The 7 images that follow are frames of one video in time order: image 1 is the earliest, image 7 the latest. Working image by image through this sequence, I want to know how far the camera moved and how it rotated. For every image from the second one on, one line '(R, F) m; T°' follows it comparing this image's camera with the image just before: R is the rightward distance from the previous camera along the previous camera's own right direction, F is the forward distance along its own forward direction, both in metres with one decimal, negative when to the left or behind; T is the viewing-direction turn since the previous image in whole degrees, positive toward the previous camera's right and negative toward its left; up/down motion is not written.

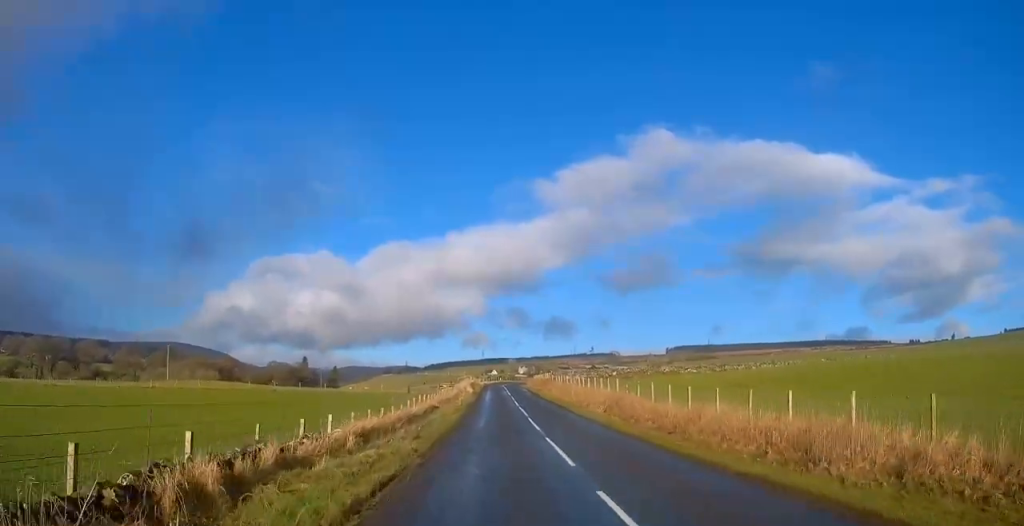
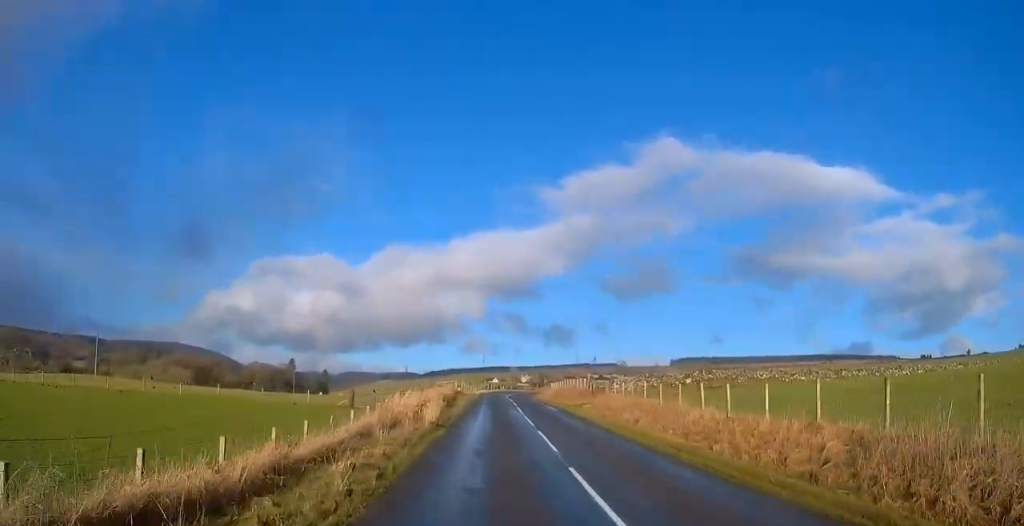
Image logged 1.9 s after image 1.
(+0.6, +33.1) m; +1°
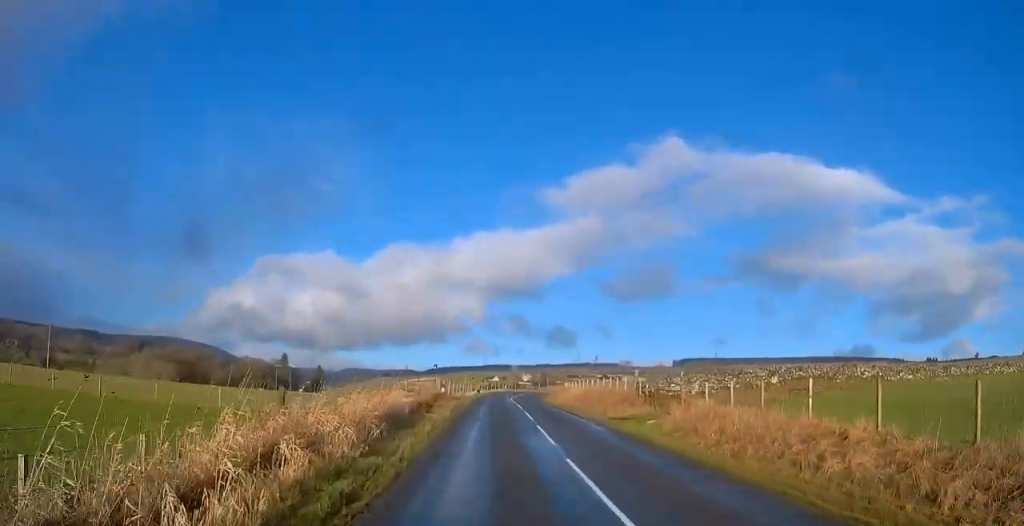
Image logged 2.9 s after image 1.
(0.0, +17.0) m; 0°
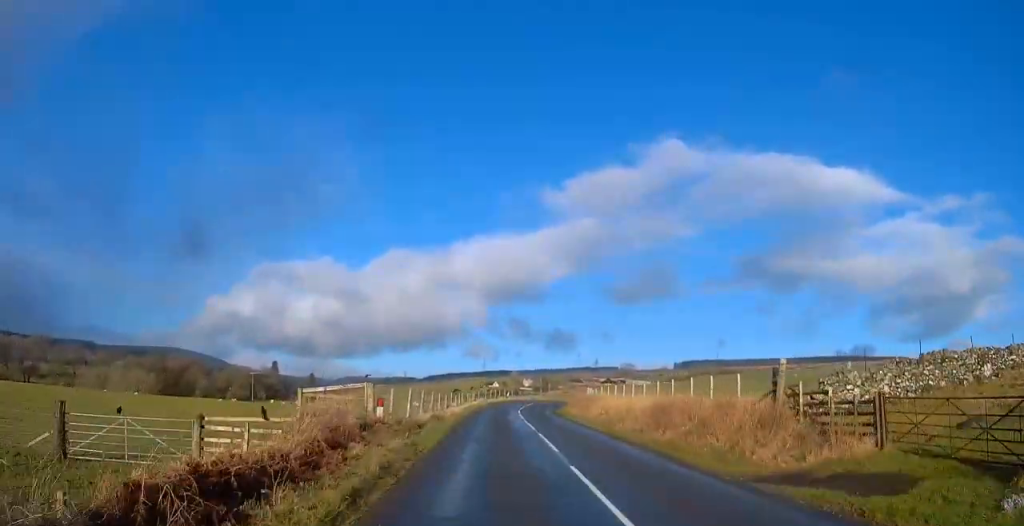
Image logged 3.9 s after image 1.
(0.0, +18.5) m; 0°
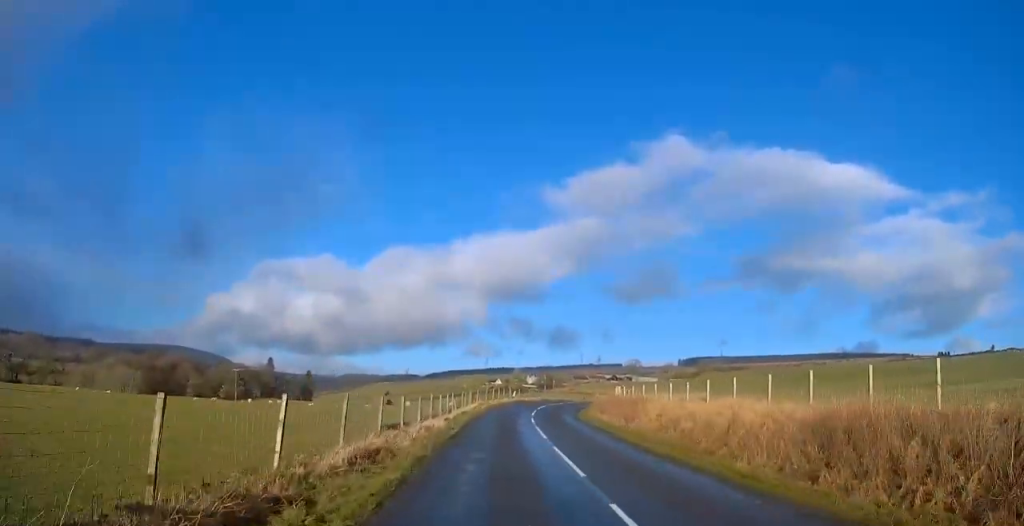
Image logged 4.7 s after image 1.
(0.0, +13.0) m; 0°
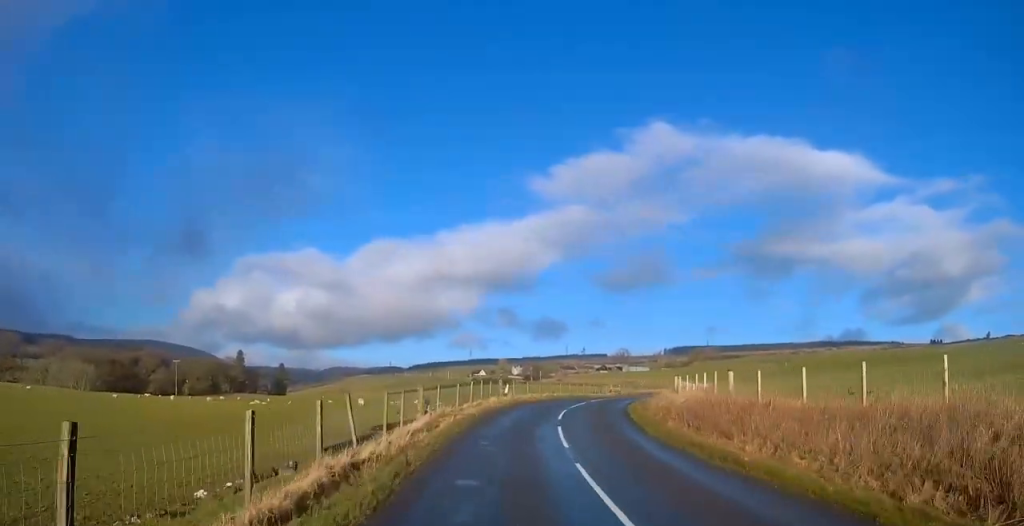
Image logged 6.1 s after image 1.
(0.0, +23.2) m; 0°
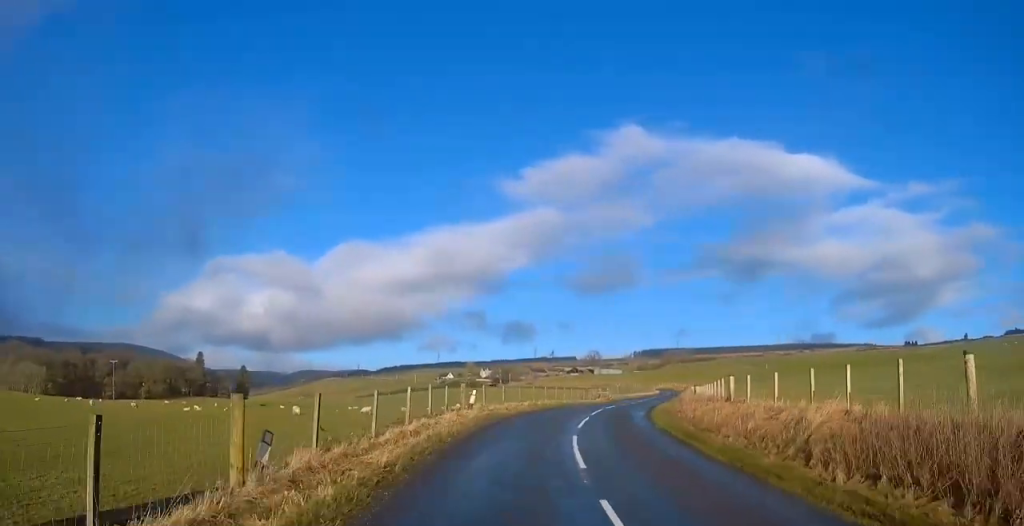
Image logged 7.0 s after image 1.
(0.0, +12.9) m; +3°
